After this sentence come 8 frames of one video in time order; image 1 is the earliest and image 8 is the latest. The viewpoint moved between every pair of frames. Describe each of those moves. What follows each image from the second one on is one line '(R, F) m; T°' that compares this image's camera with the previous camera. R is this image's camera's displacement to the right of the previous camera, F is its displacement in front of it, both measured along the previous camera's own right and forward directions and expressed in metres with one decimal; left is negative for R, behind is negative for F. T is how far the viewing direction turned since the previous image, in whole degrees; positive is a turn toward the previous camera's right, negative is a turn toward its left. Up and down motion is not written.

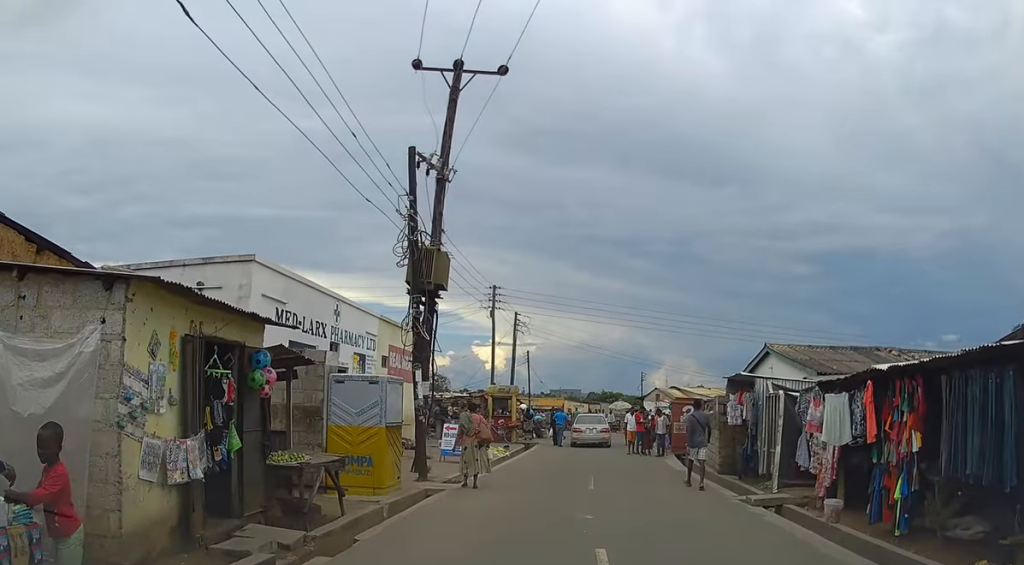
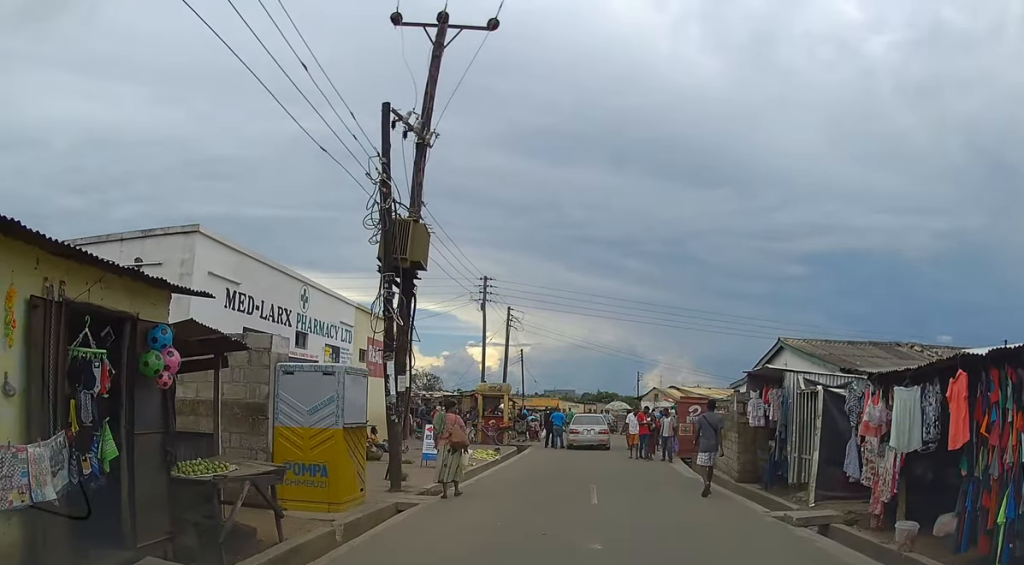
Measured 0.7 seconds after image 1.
(+0.2, +2.3) m; +1°
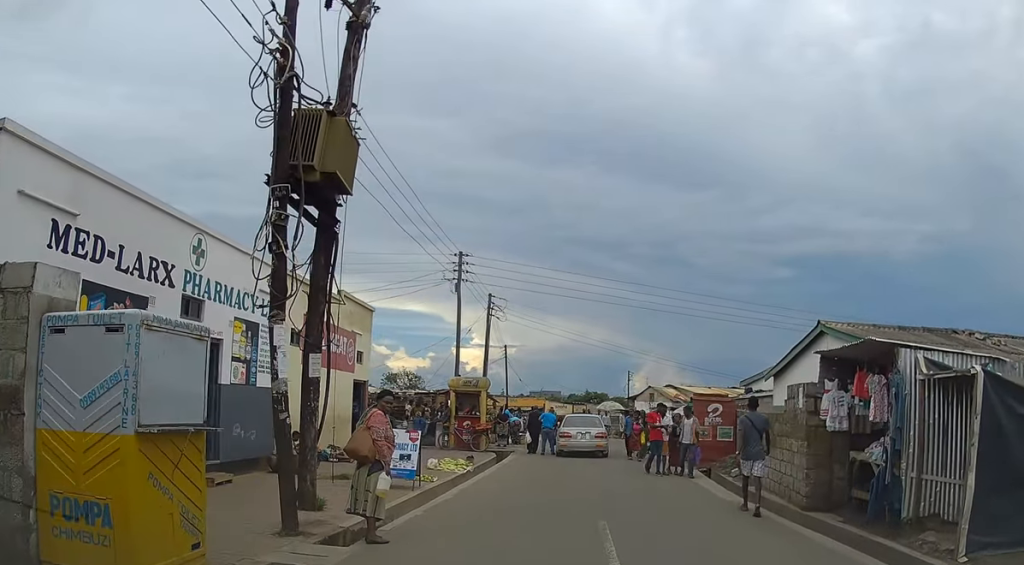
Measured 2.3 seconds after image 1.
(-0.1, +4.8) m; 0°
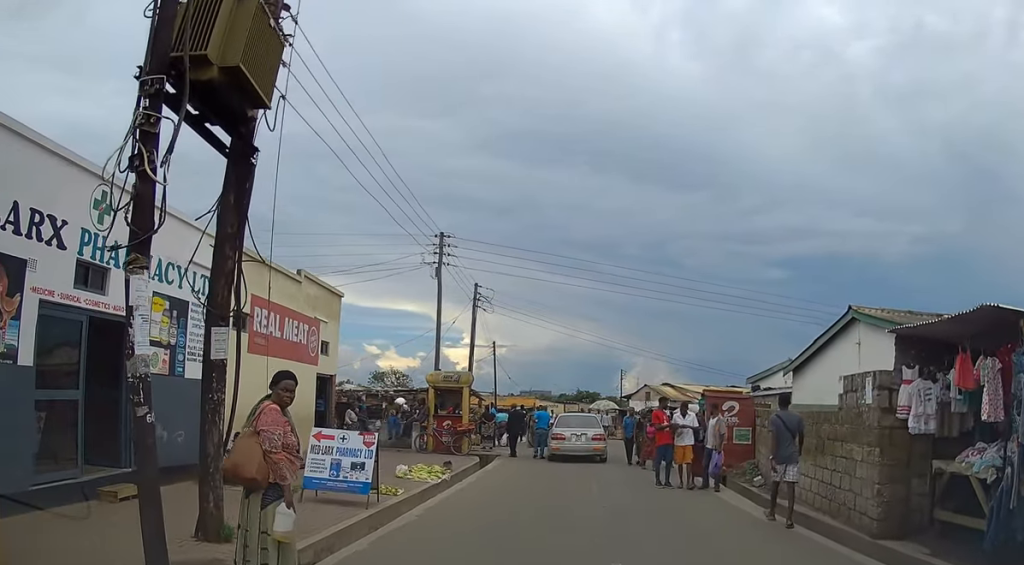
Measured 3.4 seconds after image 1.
(0.0, +2.7) m; +2°
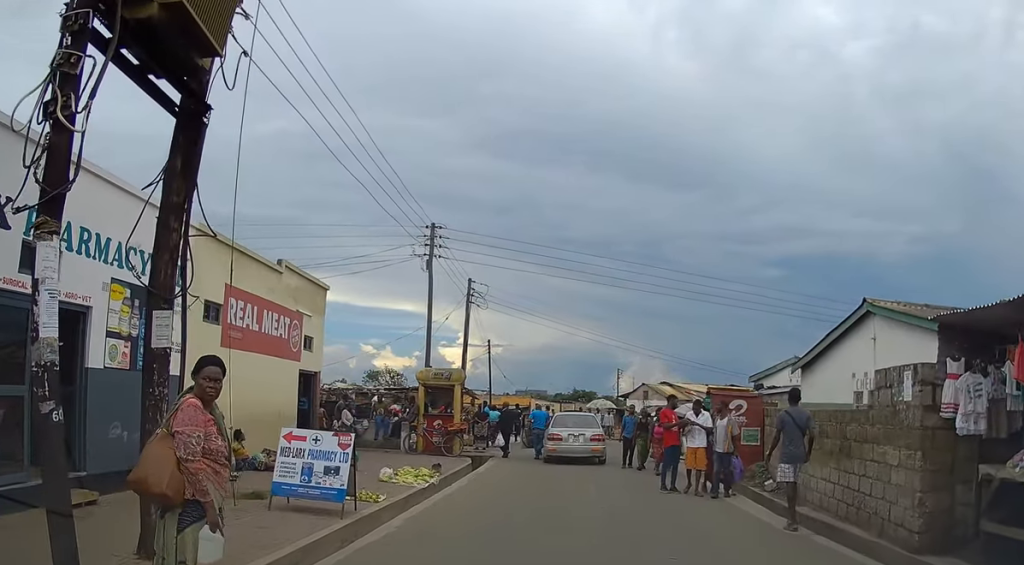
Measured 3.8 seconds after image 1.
(0.0, +1.1) m; +1°
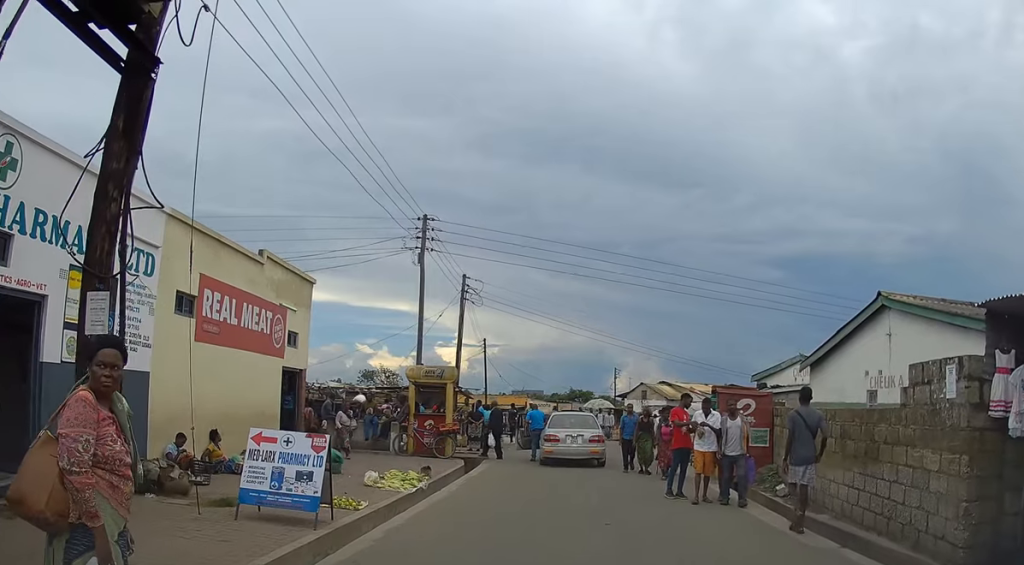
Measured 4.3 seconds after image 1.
(+0.1, +1.0) m; -1°
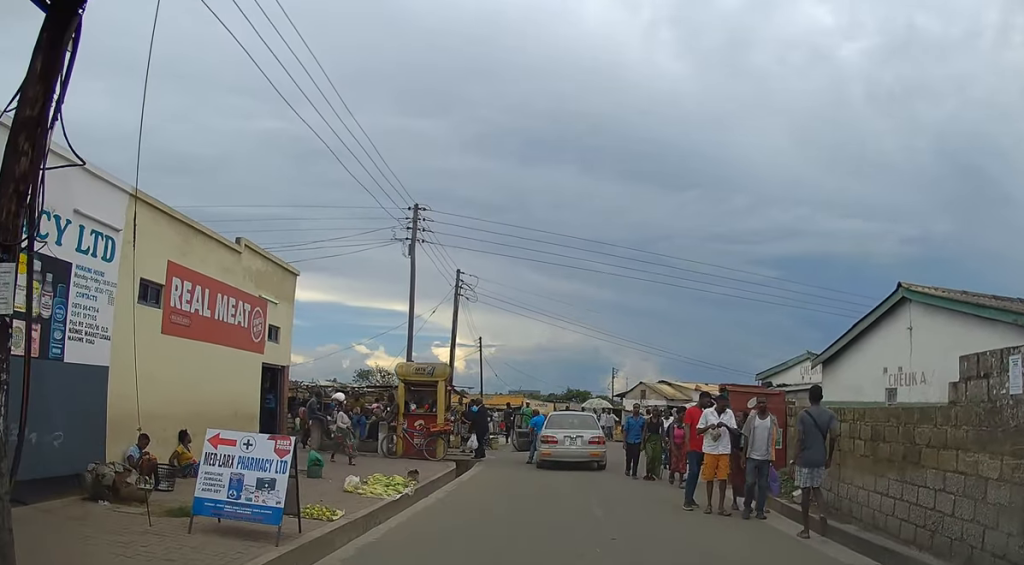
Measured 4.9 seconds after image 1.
(+0.1, +1.2) m; -1°
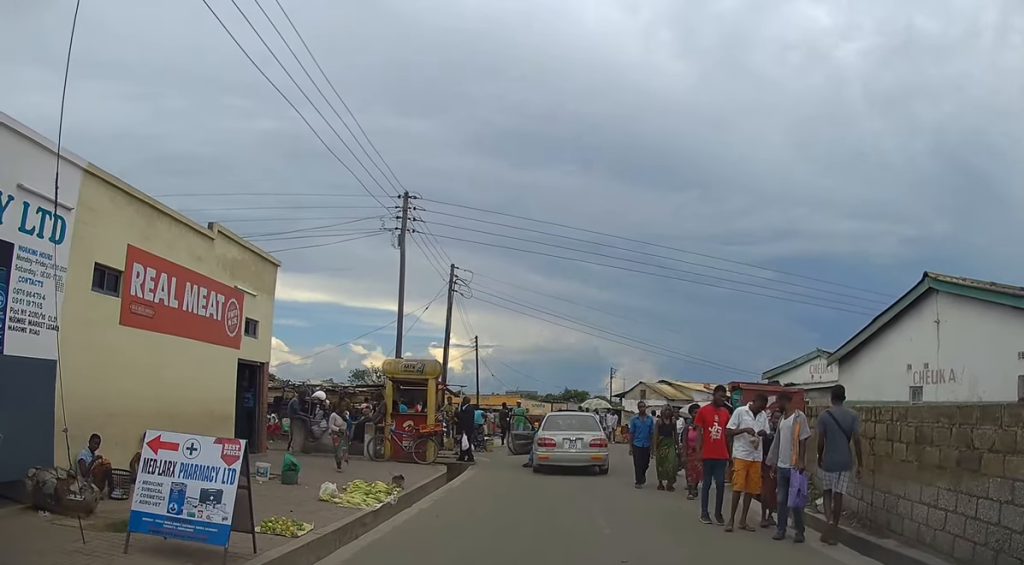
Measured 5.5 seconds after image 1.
(-0.1, +1.2) m; +2°
